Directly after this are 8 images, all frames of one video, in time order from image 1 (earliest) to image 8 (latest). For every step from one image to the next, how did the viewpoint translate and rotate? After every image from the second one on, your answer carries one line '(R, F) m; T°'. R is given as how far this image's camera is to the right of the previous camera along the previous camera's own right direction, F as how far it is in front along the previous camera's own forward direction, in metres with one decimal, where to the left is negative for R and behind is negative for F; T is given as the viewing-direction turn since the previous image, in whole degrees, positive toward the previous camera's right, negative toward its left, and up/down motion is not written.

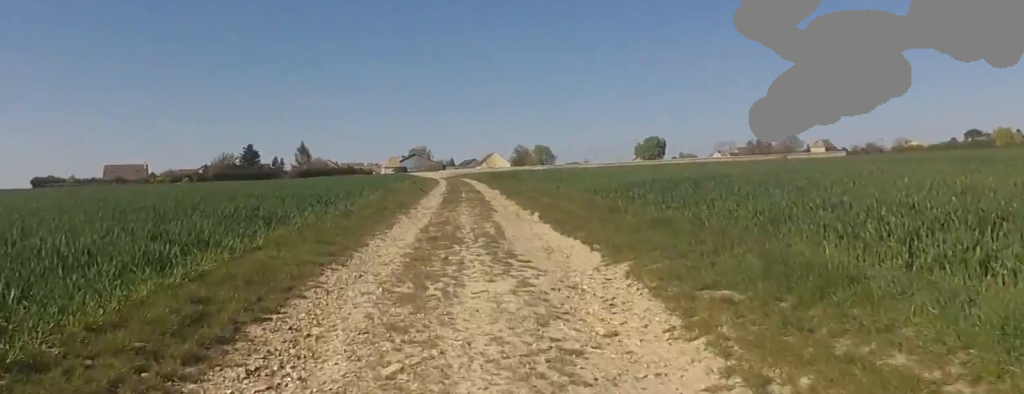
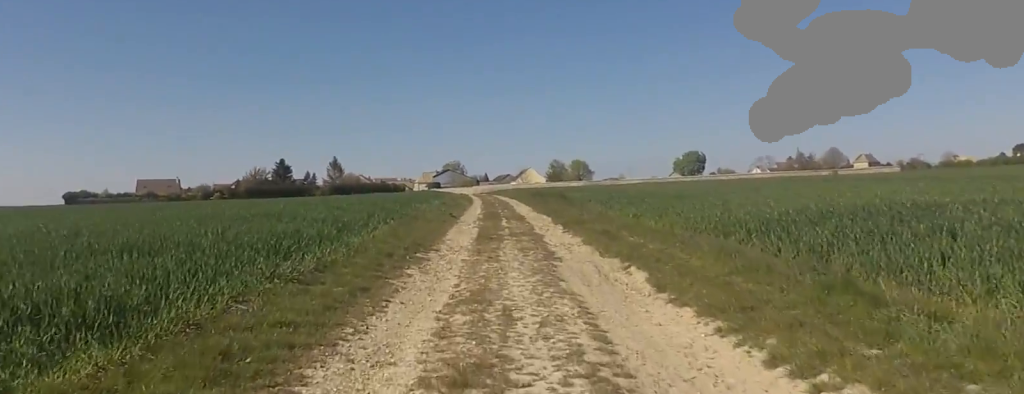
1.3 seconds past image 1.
(+0.1, +5.9) m; +1°
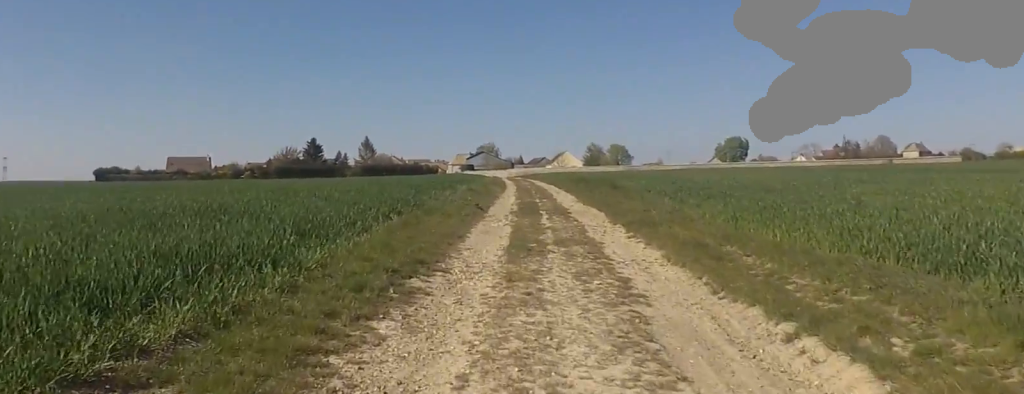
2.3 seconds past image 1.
(-0.4, +4.8) m; 0°
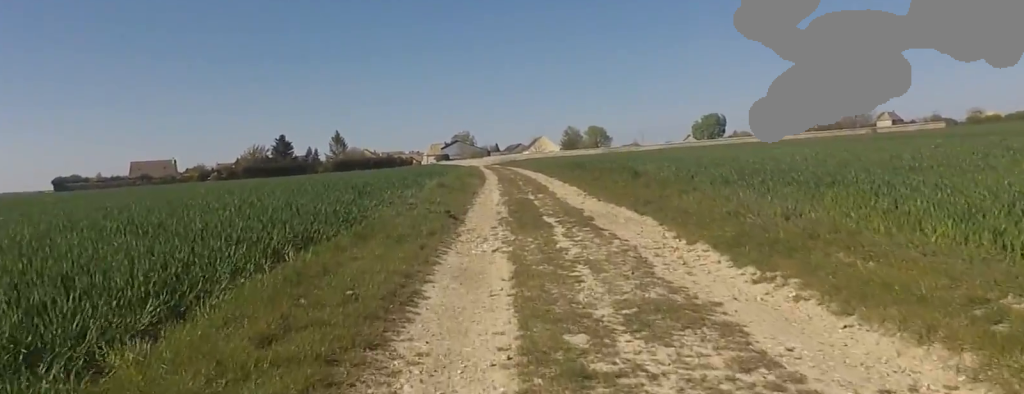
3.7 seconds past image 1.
(+0.7, +6.5) m; 0°
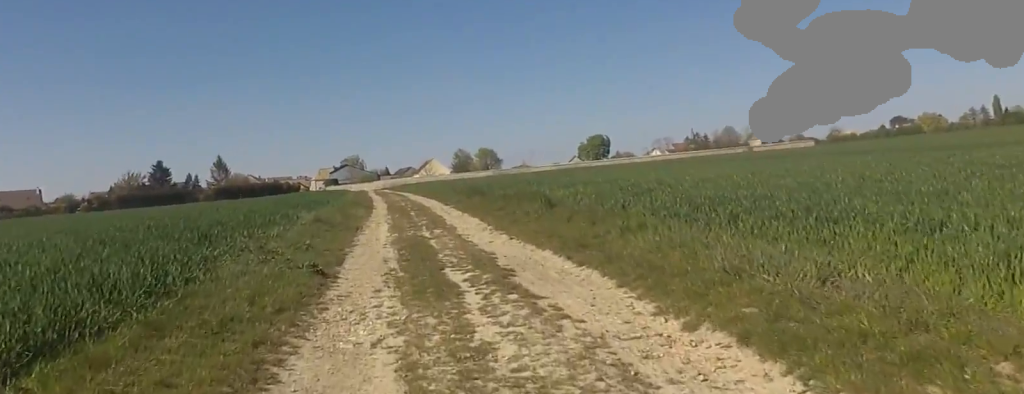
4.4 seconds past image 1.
(-0.8, +3.6) m; -1°
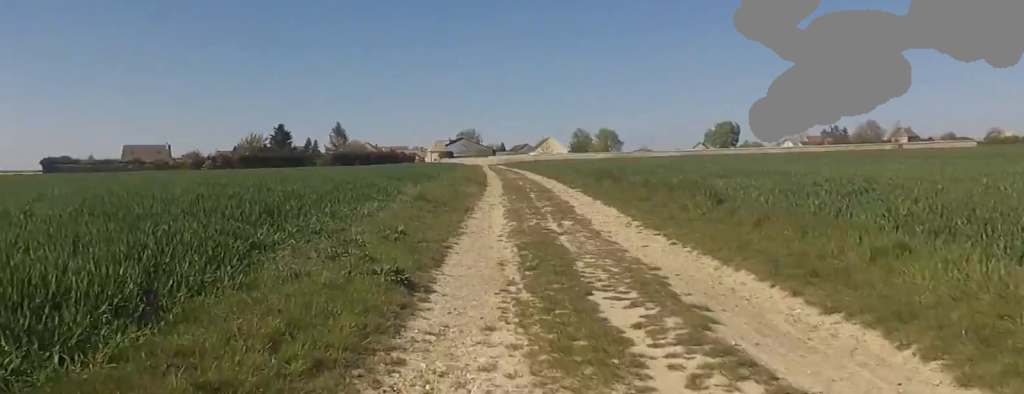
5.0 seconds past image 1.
(+0.1, +3.4) m; +1°
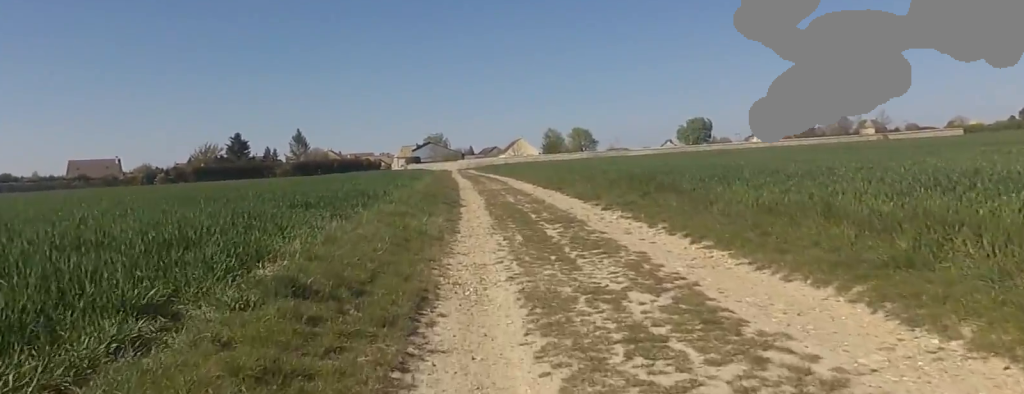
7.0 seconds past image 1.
(+0.3, +11.0) m; +4°
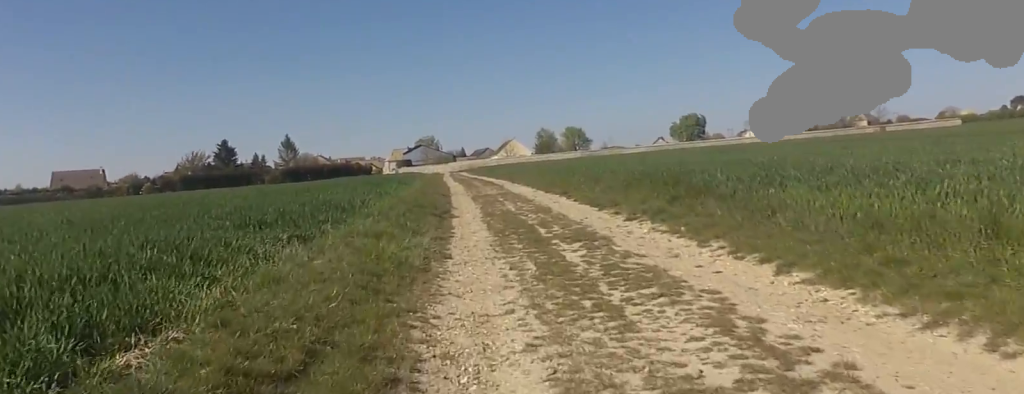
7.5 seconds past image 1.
(+0.4, +3.1) m; +2°
